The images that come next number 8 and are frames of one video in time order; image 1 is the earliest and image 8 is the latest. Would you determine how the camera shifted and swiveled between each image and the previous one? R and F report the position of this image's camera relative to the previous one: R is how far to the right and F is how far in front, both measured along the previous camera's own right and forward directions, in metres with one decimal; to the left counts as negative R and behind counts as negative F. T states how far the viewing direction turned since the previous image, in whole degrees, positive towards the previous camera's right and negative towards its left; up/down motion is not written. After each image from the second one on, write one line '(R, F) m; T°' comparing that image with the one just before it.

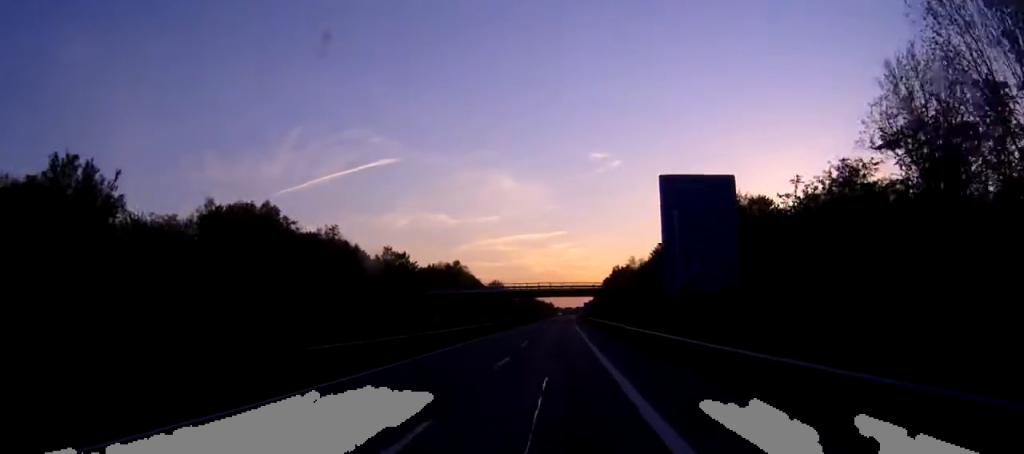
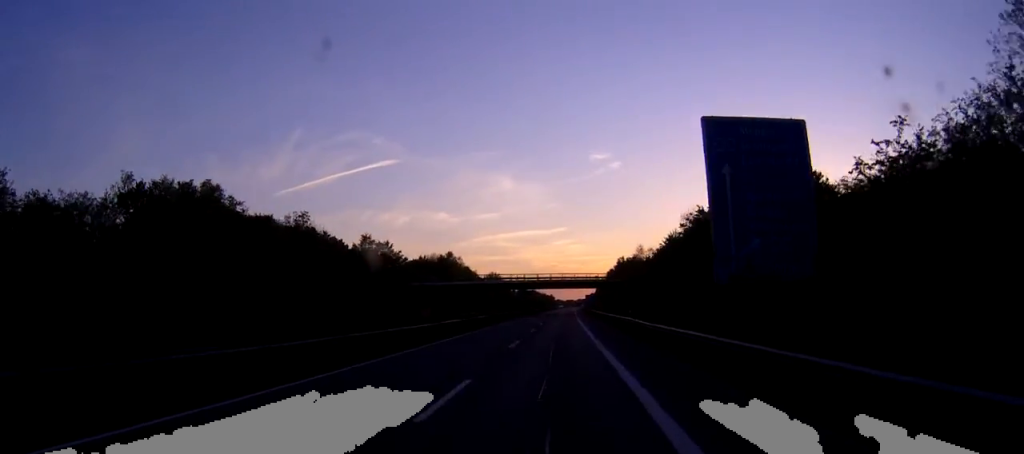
(0.0, +12.7) m; 0°
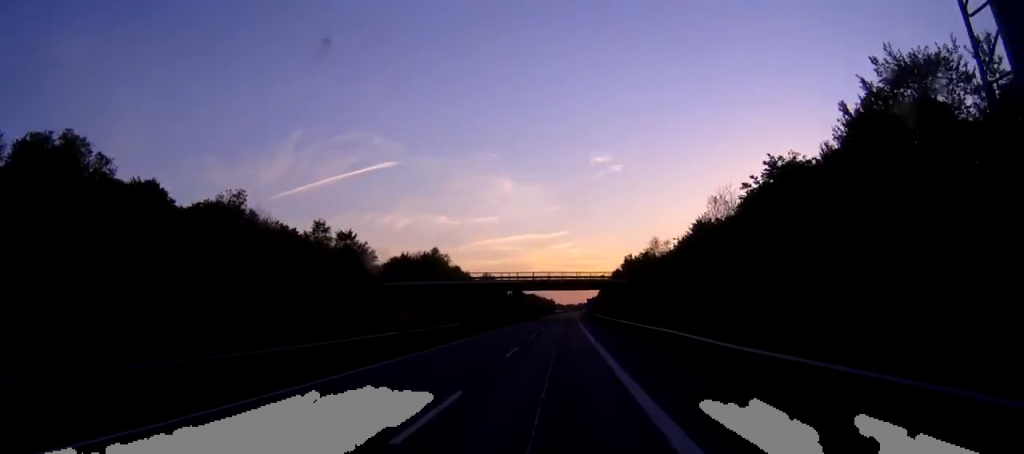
(0.0, +19.5) m; 0°
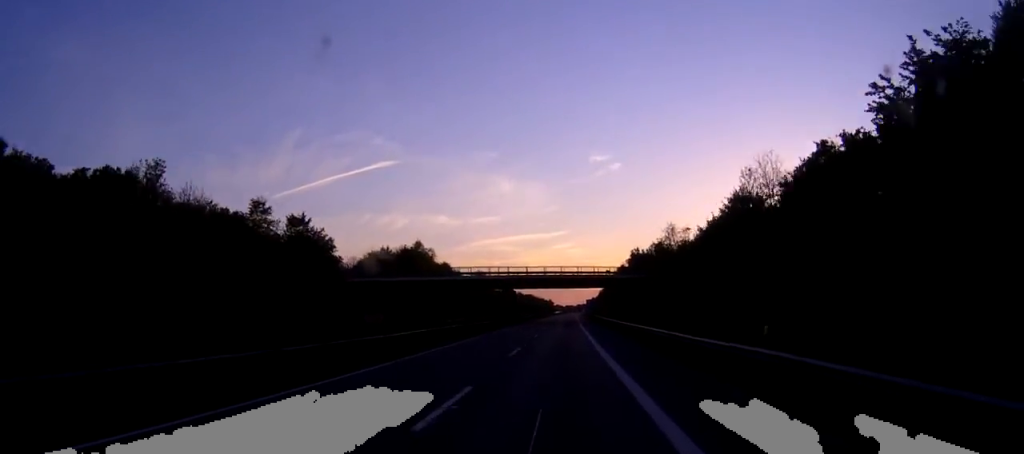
(0.0, +16.6) m; 0°
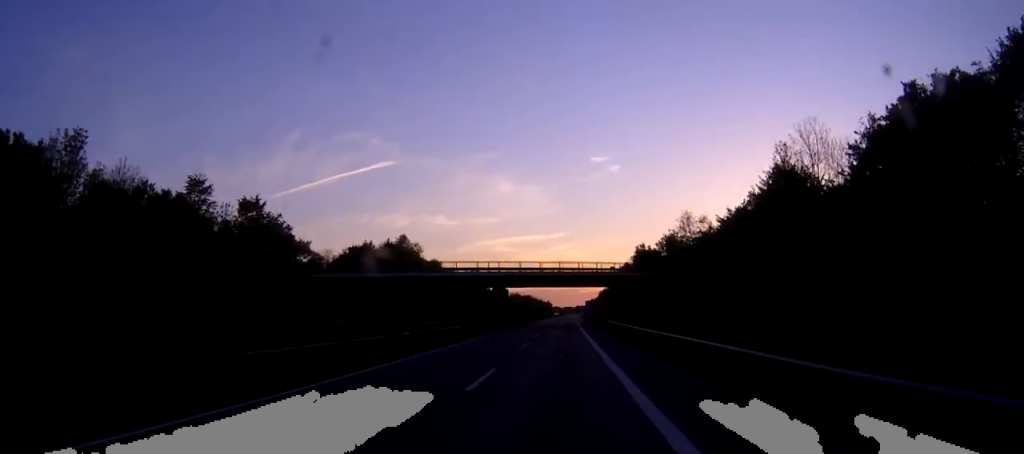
(0.0, +11.7) m; 0°
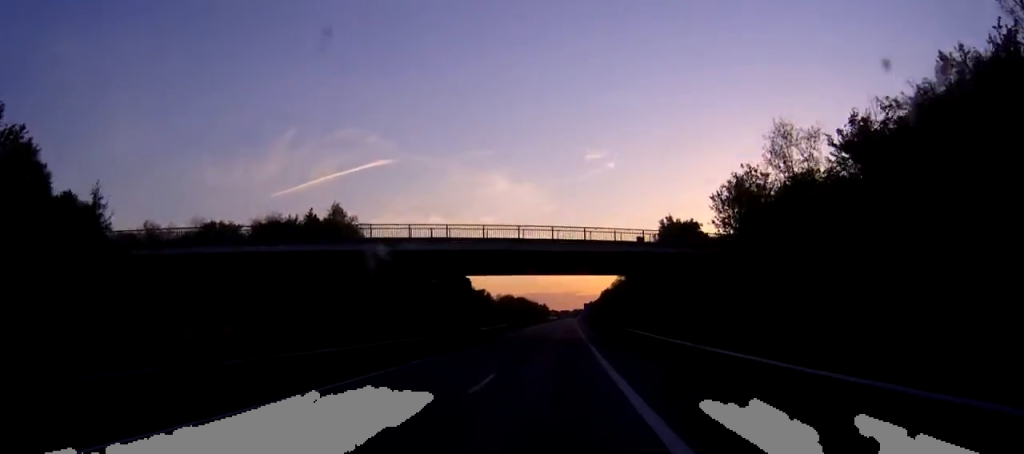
(+0.2, +35.1) m; 0°
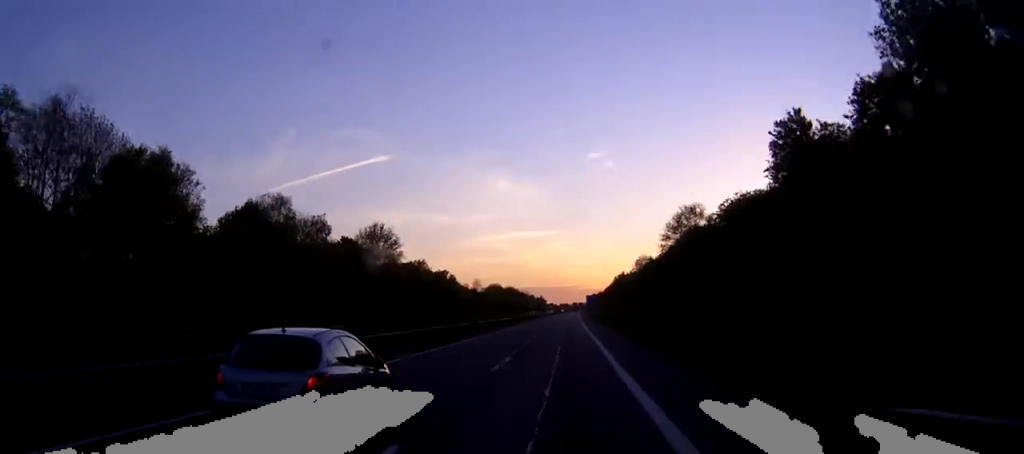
(+0.5, +67.3) m; 0°
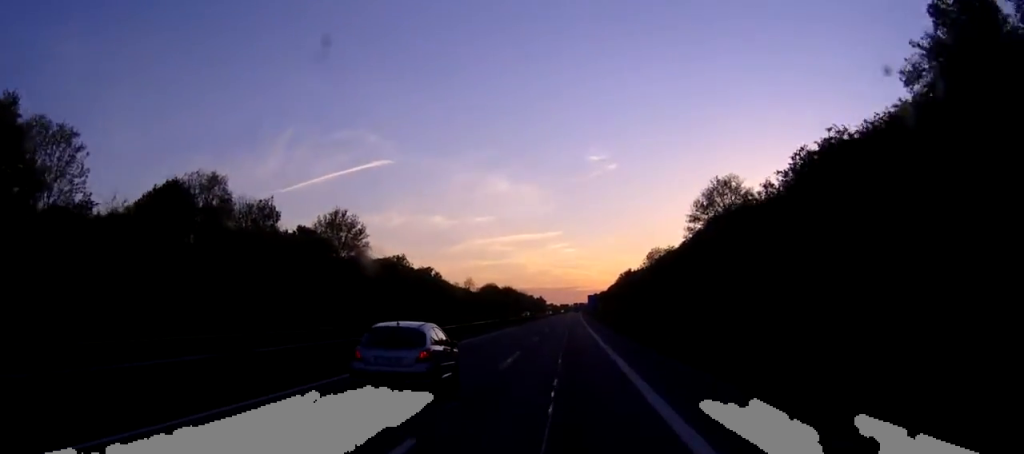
(0.0, +17.5) m; 0°
